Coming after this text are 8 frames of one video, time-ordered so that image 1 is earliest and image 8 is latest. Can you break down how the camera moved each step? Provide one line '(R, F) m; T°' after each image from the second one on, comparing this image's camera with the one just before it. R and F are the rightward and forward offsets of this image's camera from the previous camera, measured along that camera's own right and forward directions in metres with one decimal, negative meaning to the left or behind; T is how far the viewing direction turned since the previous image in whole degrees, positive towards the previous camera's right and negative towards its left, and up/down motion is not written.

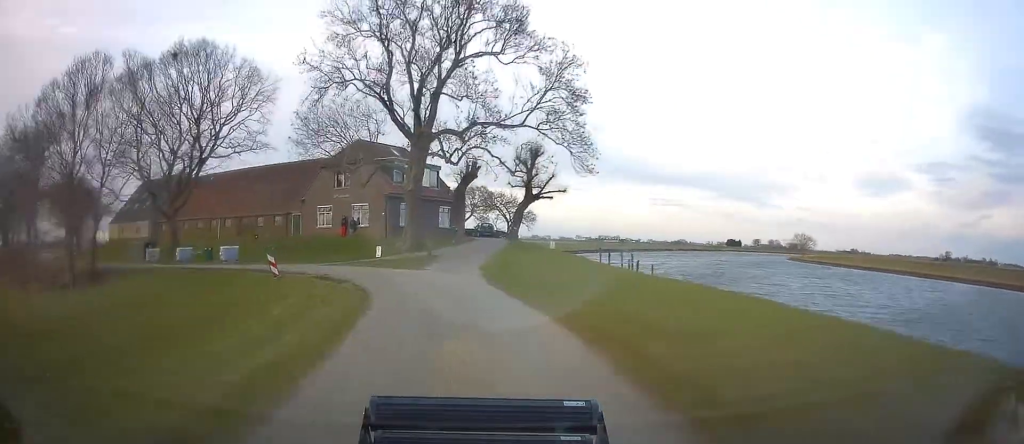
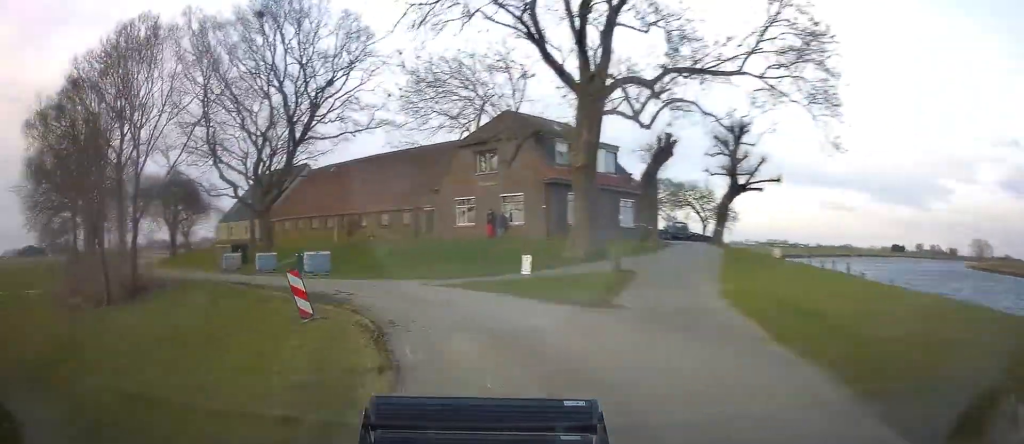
(-1.5, +12.9) m; -13°
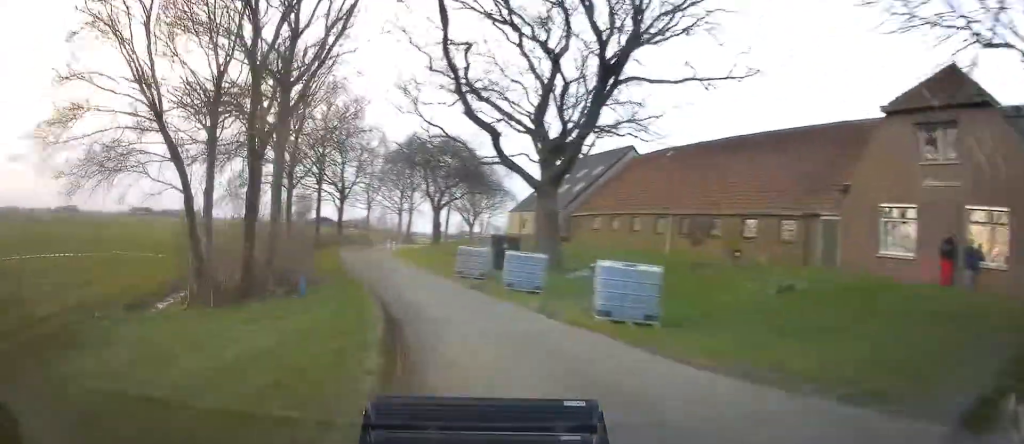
(-3.3, +17.5) m; -25°
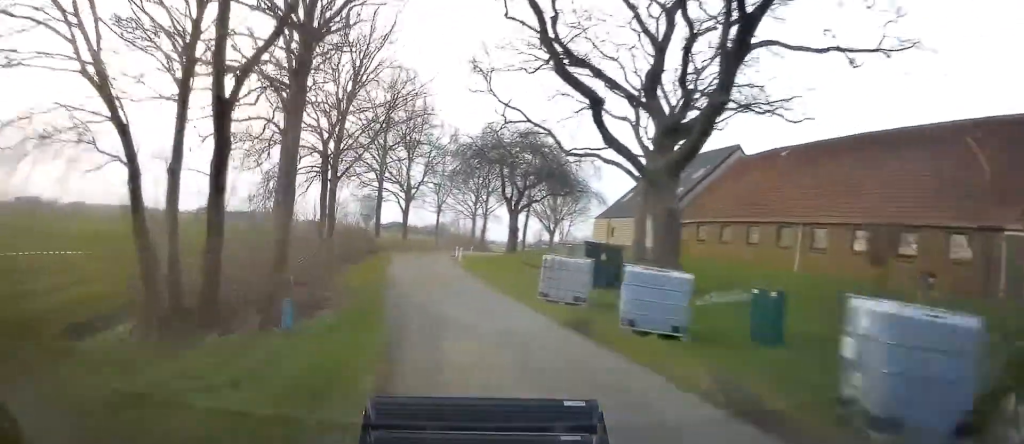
(-1.1, +7.0) m; -7°
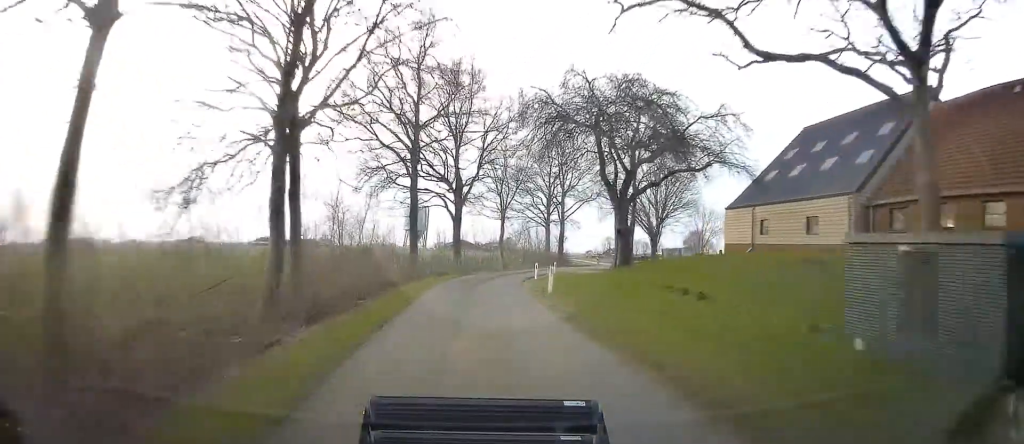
(-2.2, +15.3) m; -8°
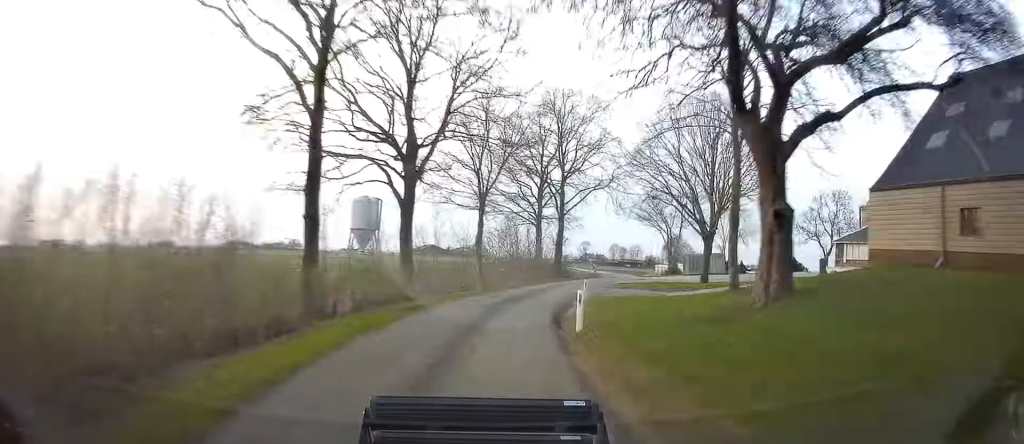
(-0.5, +15.0) m; +3°
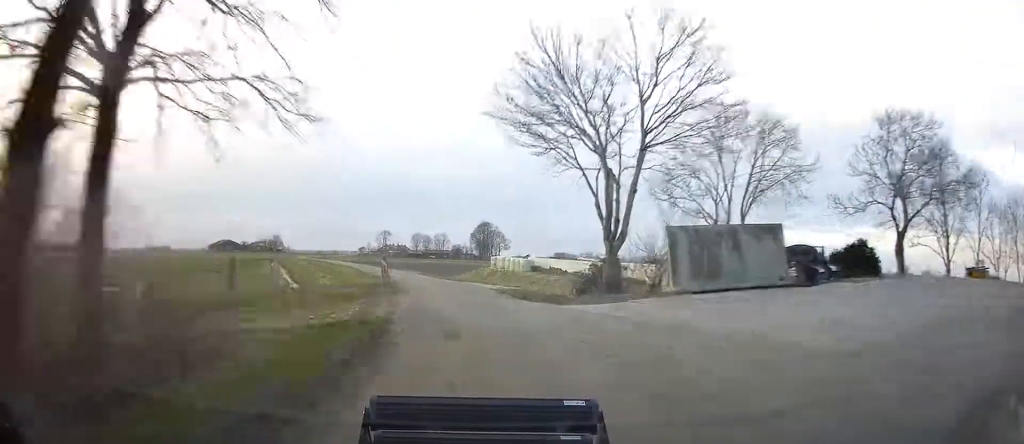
(+5.5, +38.6) m; +9°
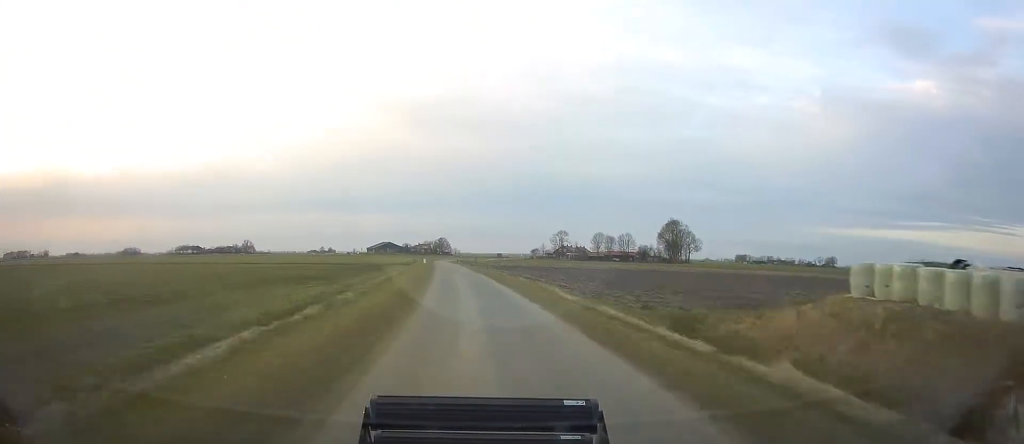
(-3.1, +41.6) m; -10°
